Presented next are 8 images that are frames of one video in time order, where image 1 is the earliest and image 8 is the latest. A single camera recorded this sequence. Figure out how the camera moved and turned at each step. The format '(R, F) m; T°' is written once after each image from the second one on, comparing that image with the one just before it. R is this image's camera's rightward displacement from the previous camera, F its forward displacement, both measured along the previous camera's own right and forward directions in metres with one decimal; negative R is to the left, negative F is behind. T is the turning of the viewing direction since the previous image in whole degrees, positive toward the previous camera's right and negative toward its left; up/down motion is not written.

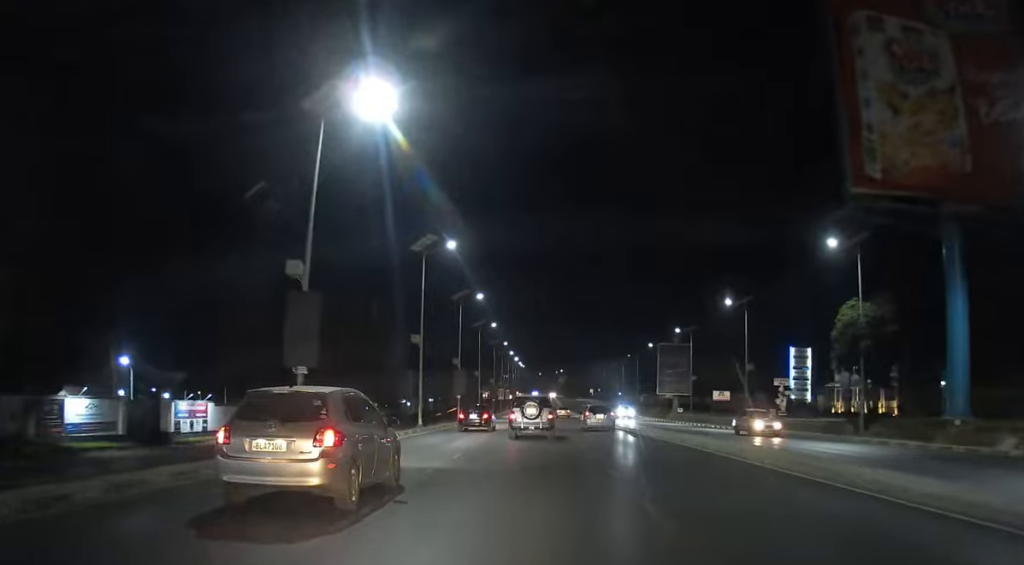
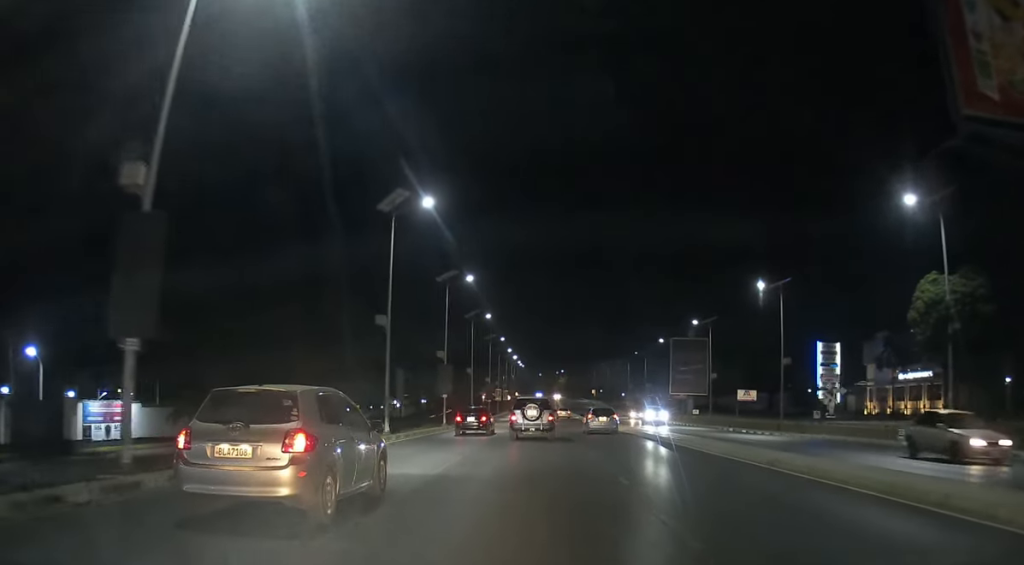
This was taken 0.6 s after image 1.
(0.0, +10.1) m; 0°
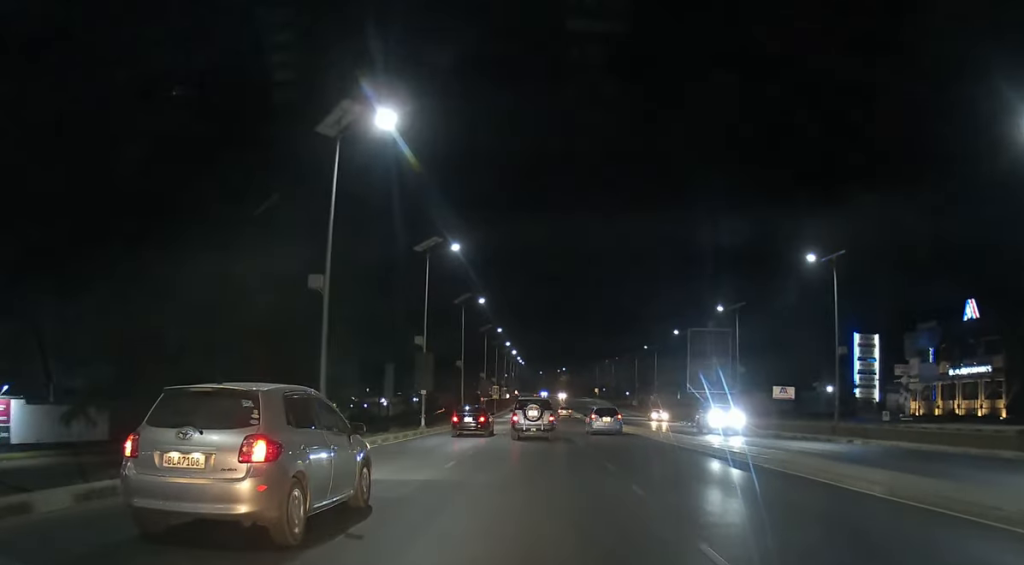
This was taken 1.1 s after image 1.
(0.0, +10.9) m; 0°
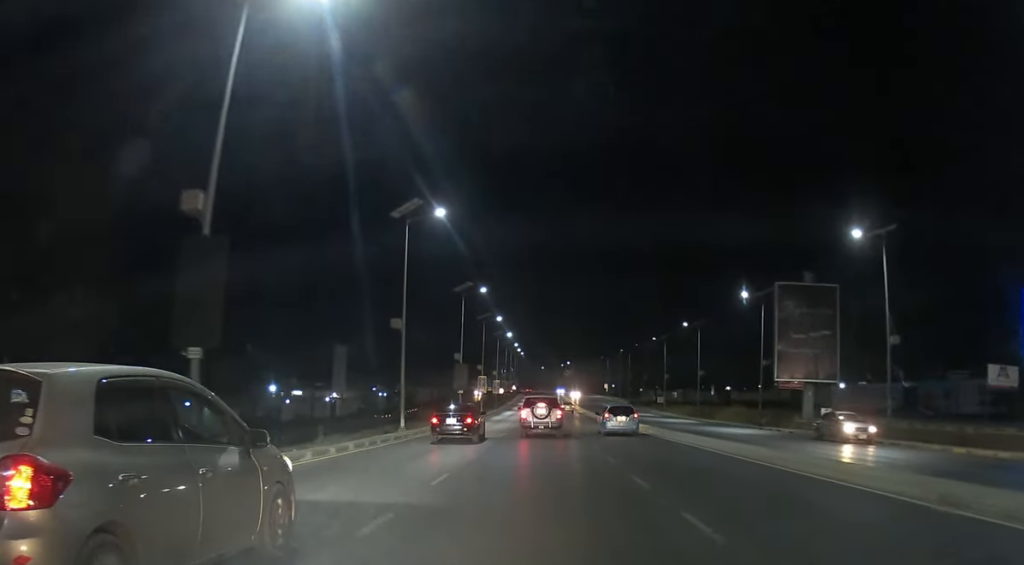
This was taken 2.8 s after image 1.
(-0.2, +31.4) m; 0°
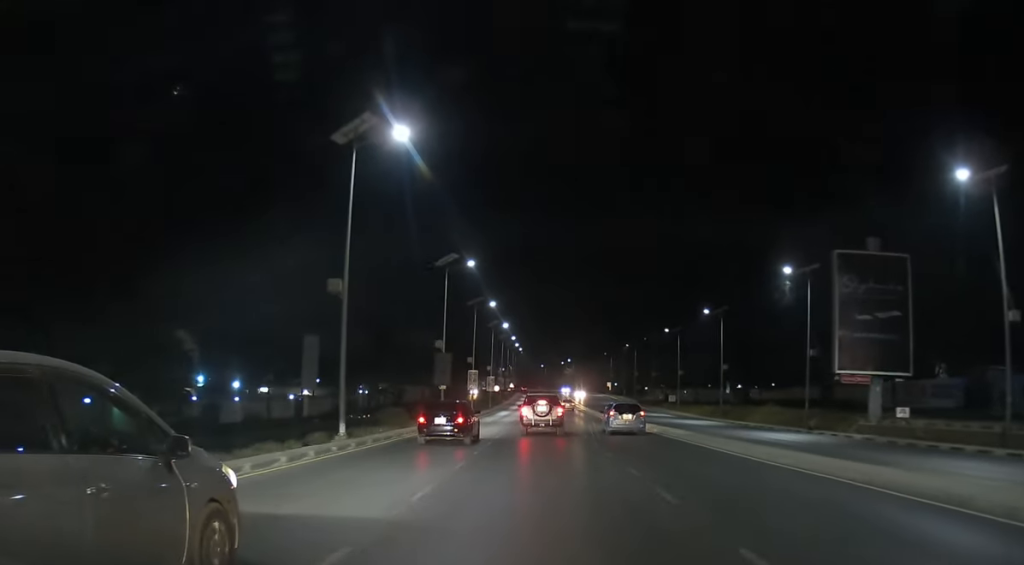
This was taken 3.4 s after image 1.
(+0.1, +11.6) m; 0°
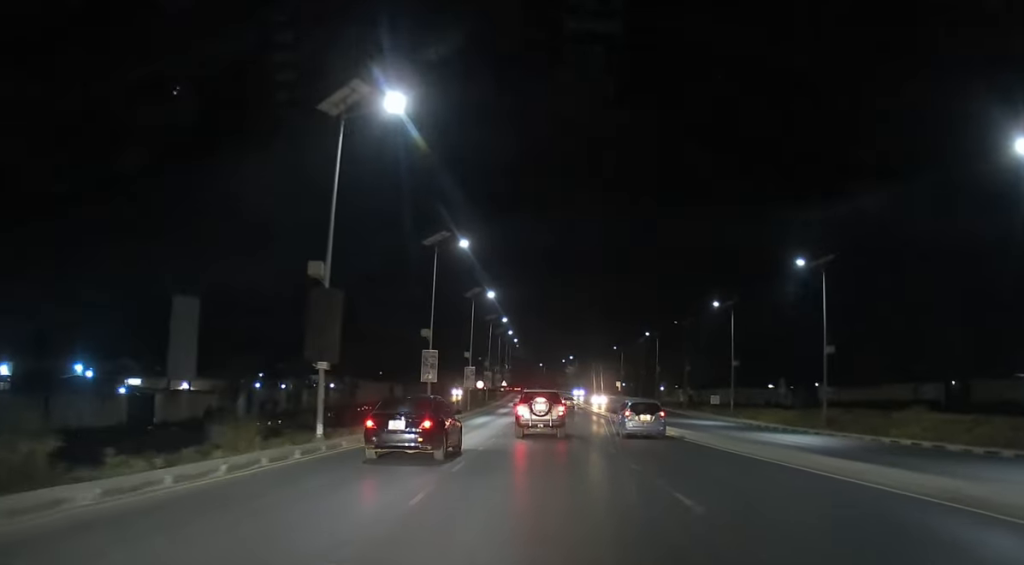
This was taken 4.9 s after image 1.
(+0.2, +28.5) m; 0°
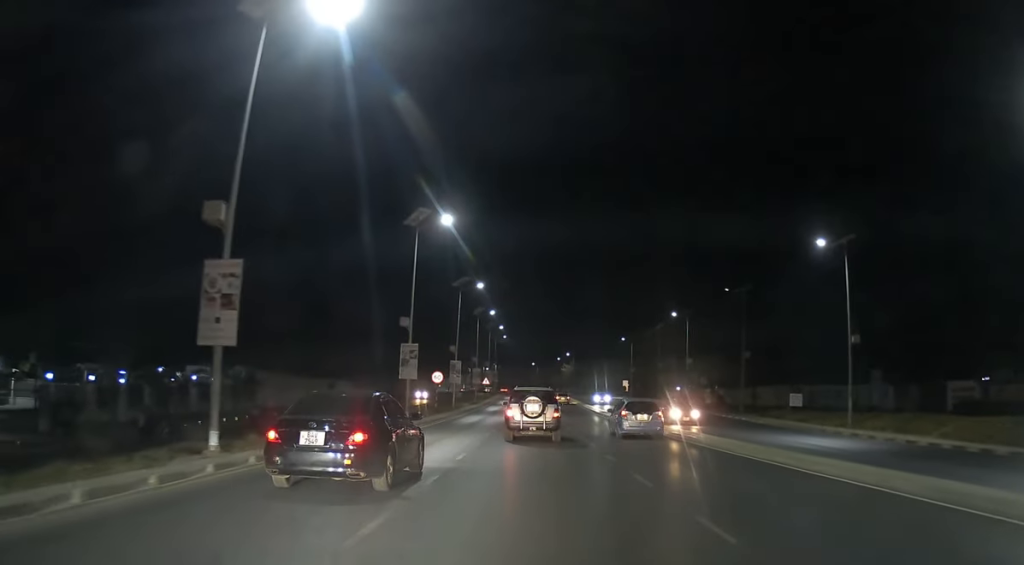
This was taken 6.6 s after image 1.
(-0.1, +31.2) m; 0°
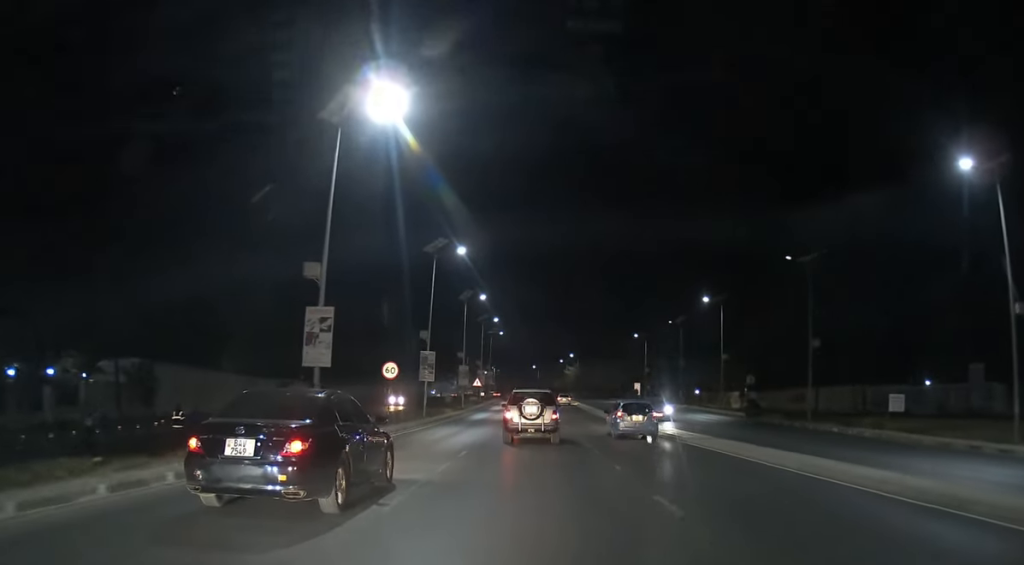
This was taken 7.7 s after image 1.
(0.0, +17.0) m; 0°
